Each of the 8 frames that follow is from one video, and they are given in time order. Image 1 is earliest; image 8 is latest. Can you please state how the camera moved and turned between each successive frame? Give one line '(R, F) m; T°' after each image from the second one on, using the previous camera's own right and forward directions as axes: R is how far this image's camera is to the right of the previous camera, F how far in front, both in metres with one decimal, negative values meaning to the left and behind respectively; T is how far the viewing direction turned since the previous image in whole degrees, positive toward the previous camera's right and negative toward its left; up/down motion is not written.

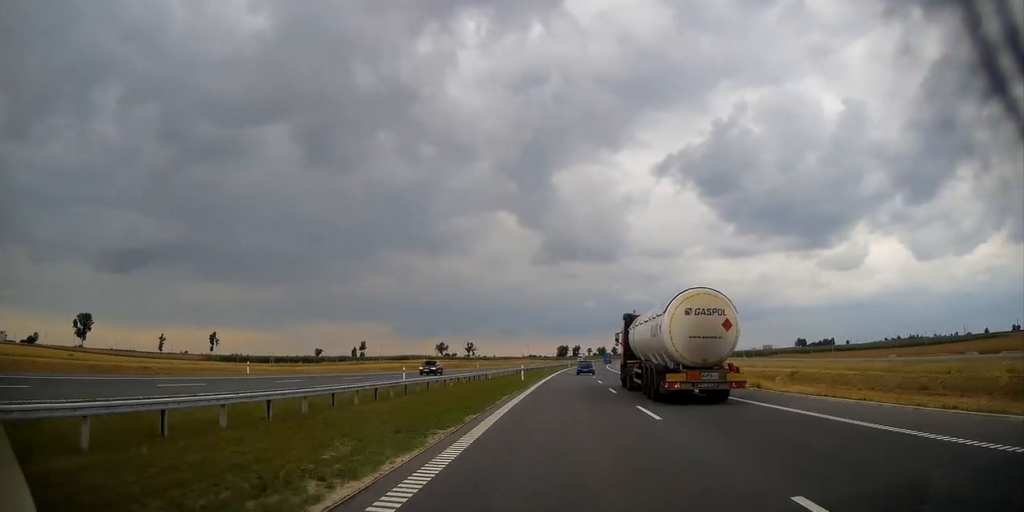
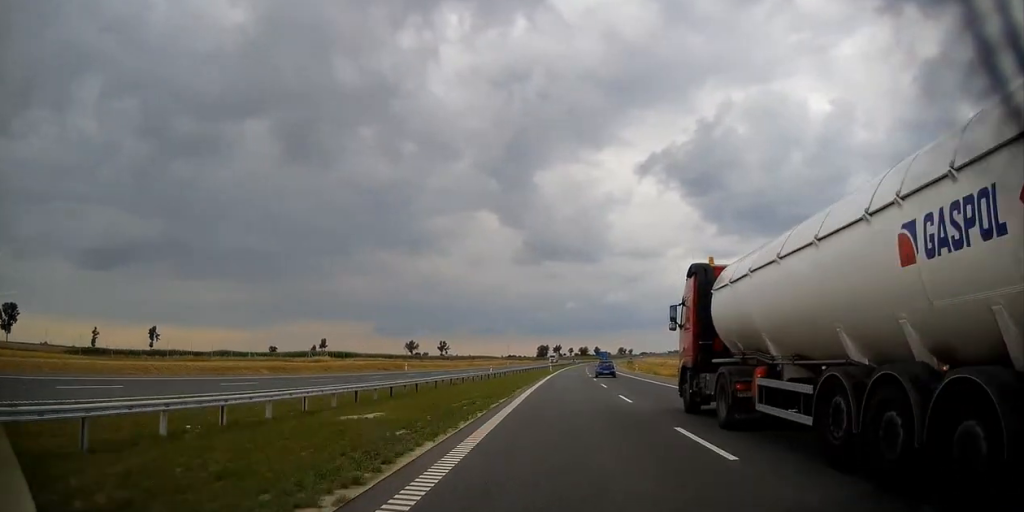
(+0.7, +54.0) m; +2°
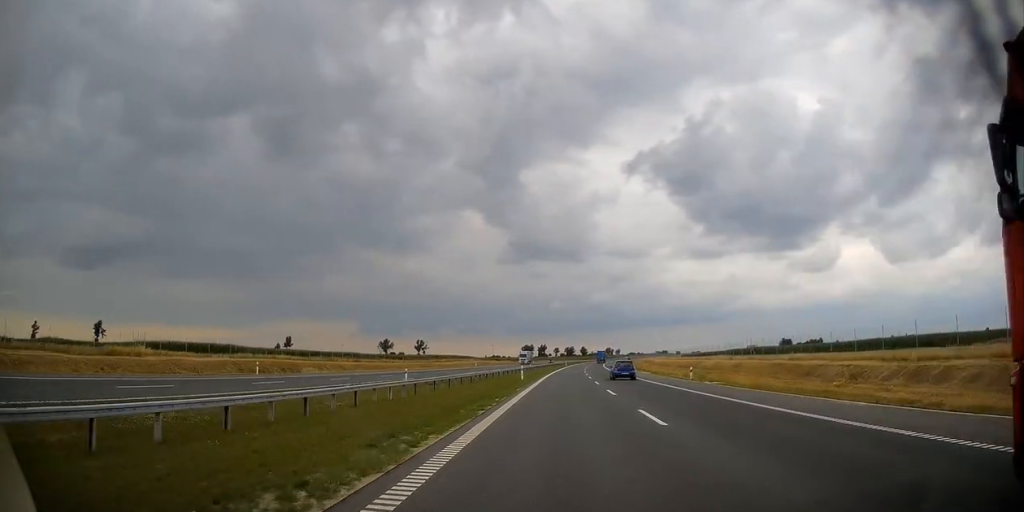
(+0.5, +43.5) m; +1°
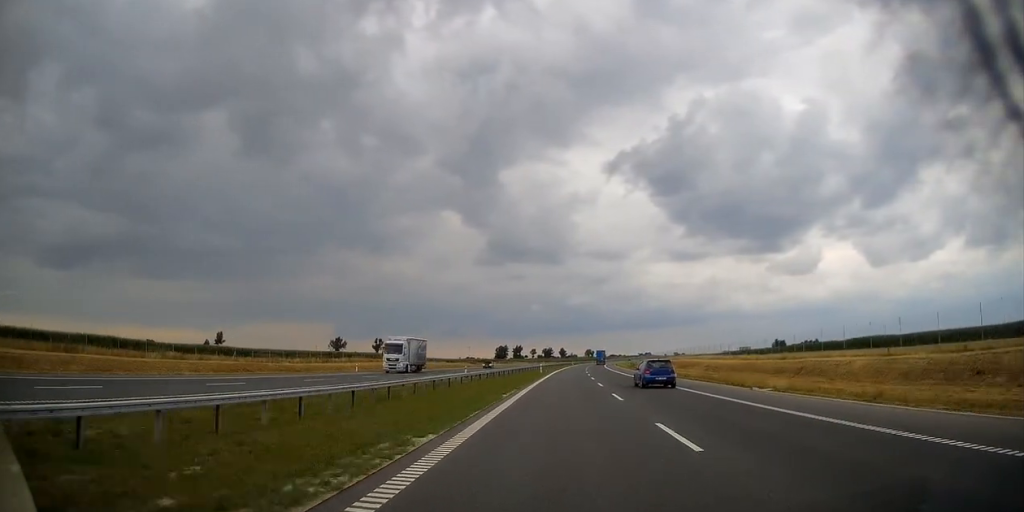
(+1.7, +75.7) m; +2°
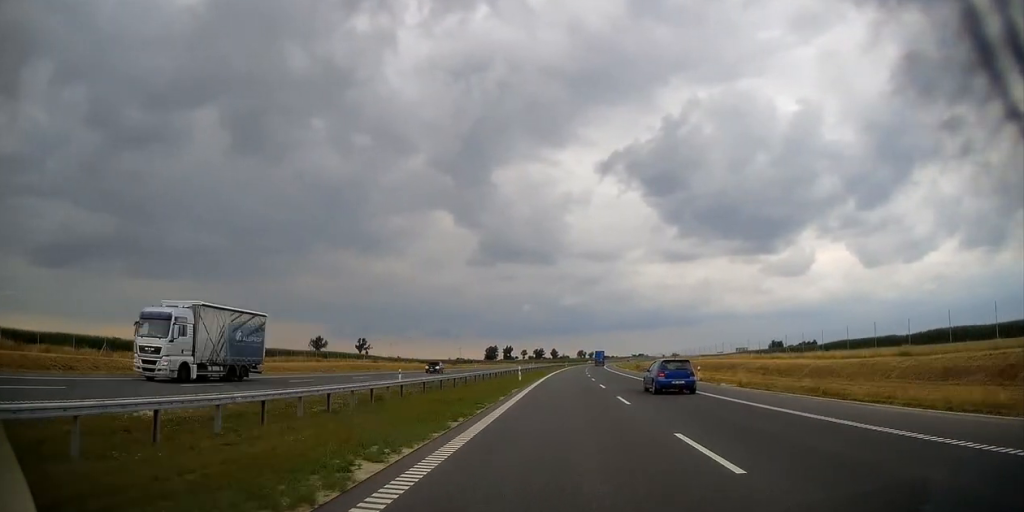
(+0.2, +25.8) m; +1°
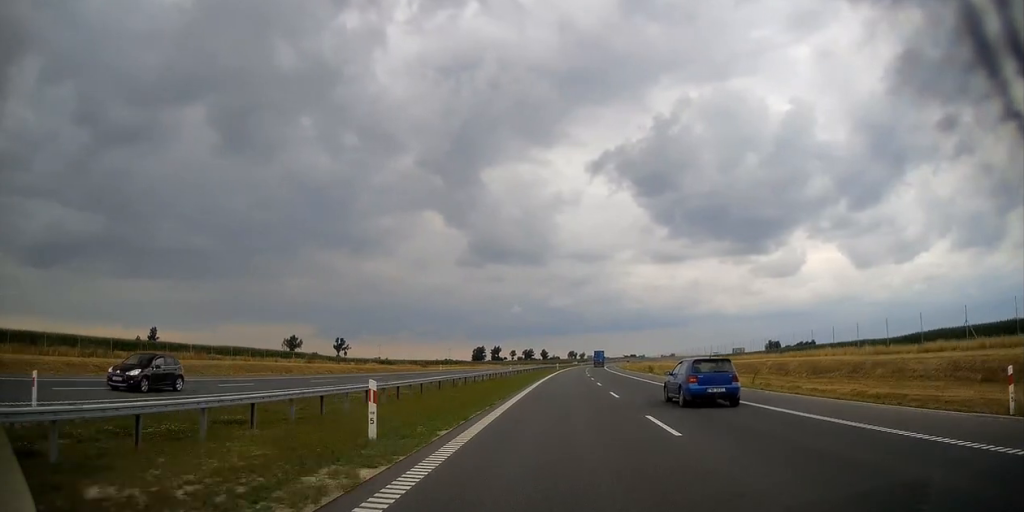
(+0.1, +32.2) m; +1°
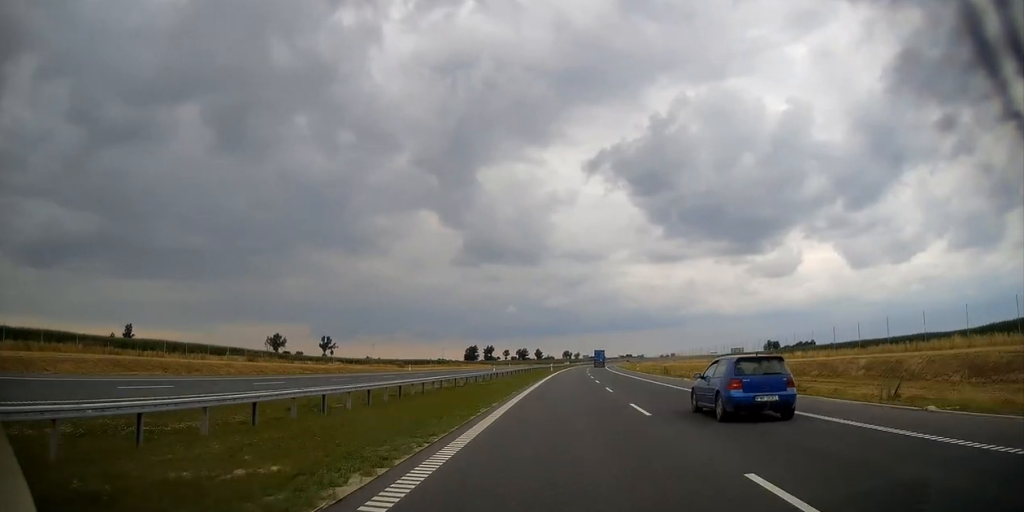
(+0.1, +19.9) m; +1°
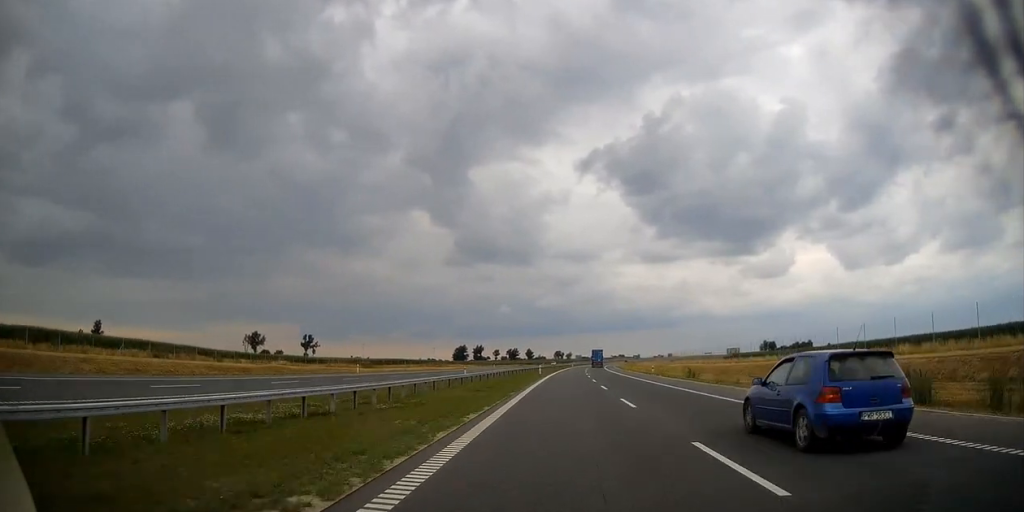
(+0.1, +21.2) m; +1°
